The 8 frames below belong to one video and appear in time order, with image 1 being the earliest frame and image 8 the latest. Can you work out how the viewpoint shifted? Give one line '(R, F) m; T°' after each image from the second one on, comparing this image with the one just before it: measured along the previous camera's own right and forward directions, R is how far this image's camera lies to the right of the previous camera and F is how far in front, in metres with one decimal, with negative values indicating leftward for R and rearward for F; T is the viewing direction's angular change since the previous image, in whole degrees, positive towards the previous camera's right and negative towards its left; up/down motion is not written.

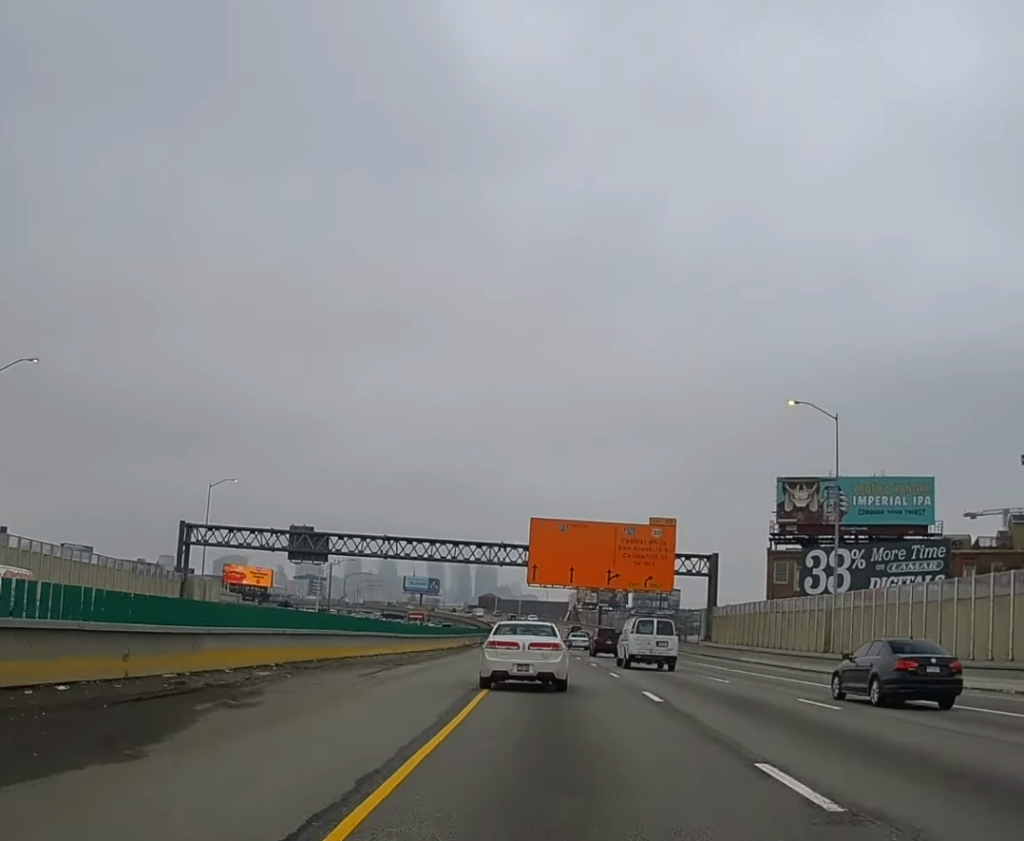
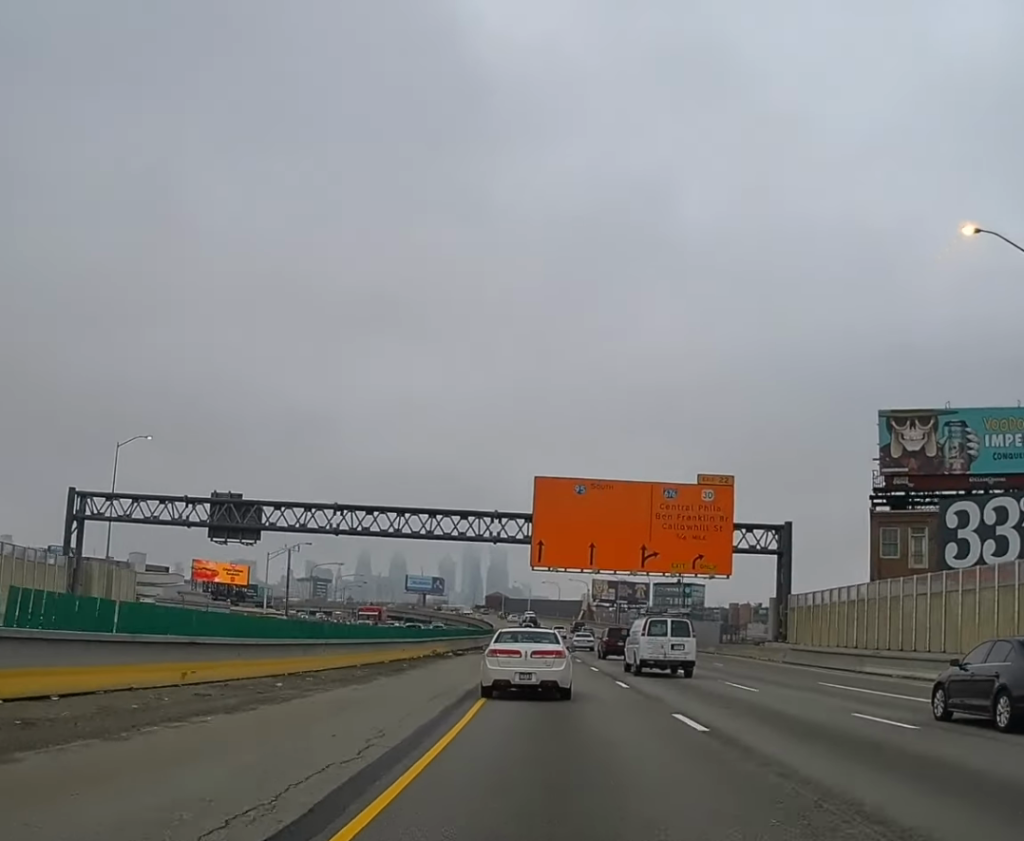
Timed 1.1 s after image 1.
(-0.1, +28.1) m; -1°
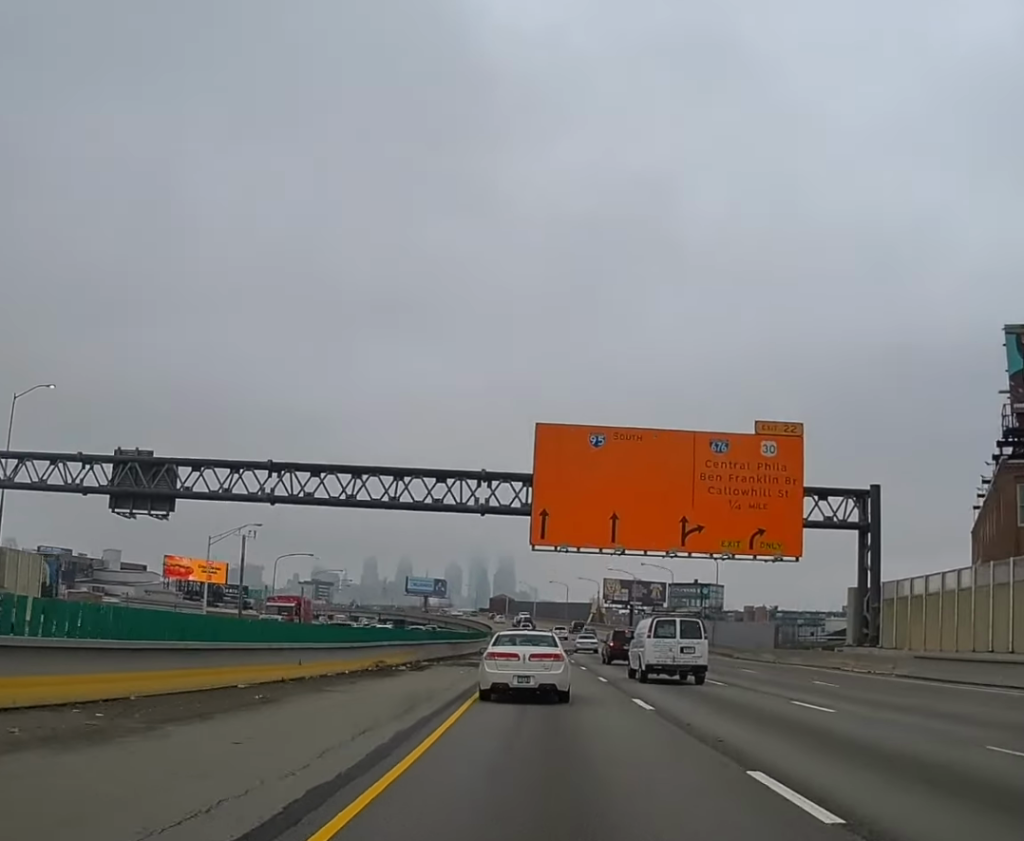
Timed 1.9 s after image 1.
(-0.2, +19.9) m; 0°
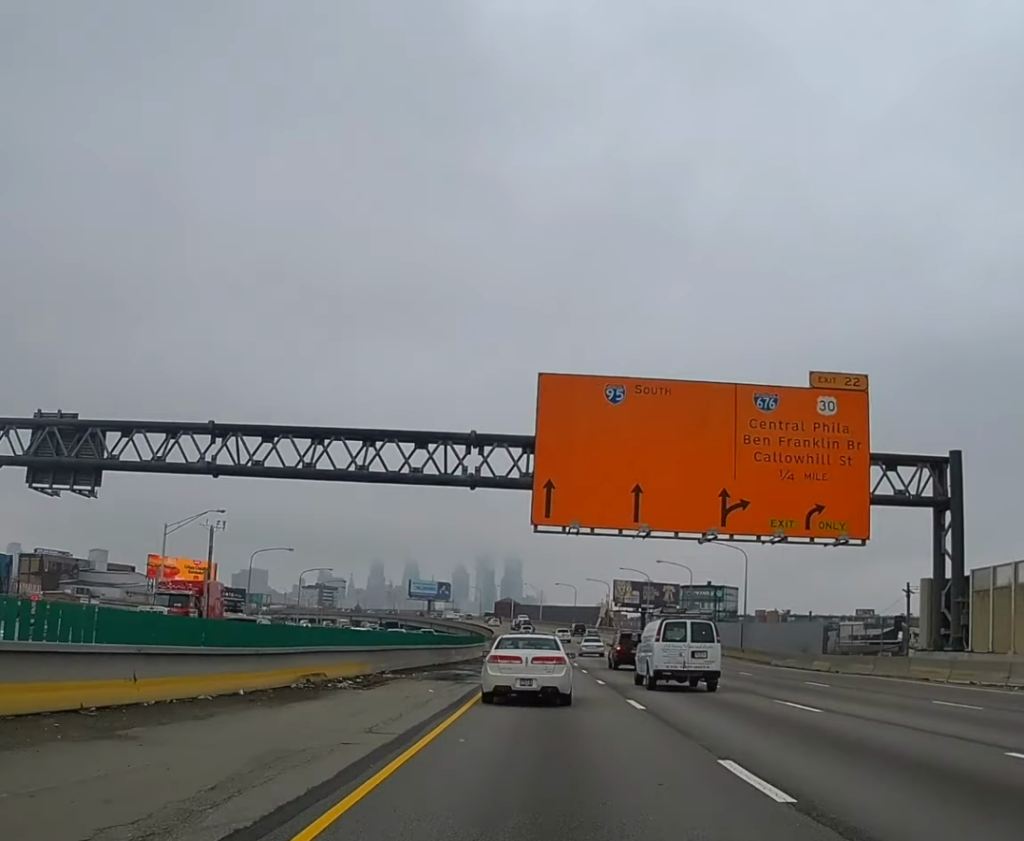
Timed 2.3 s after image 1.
(0.0, +11.3) m; 0°
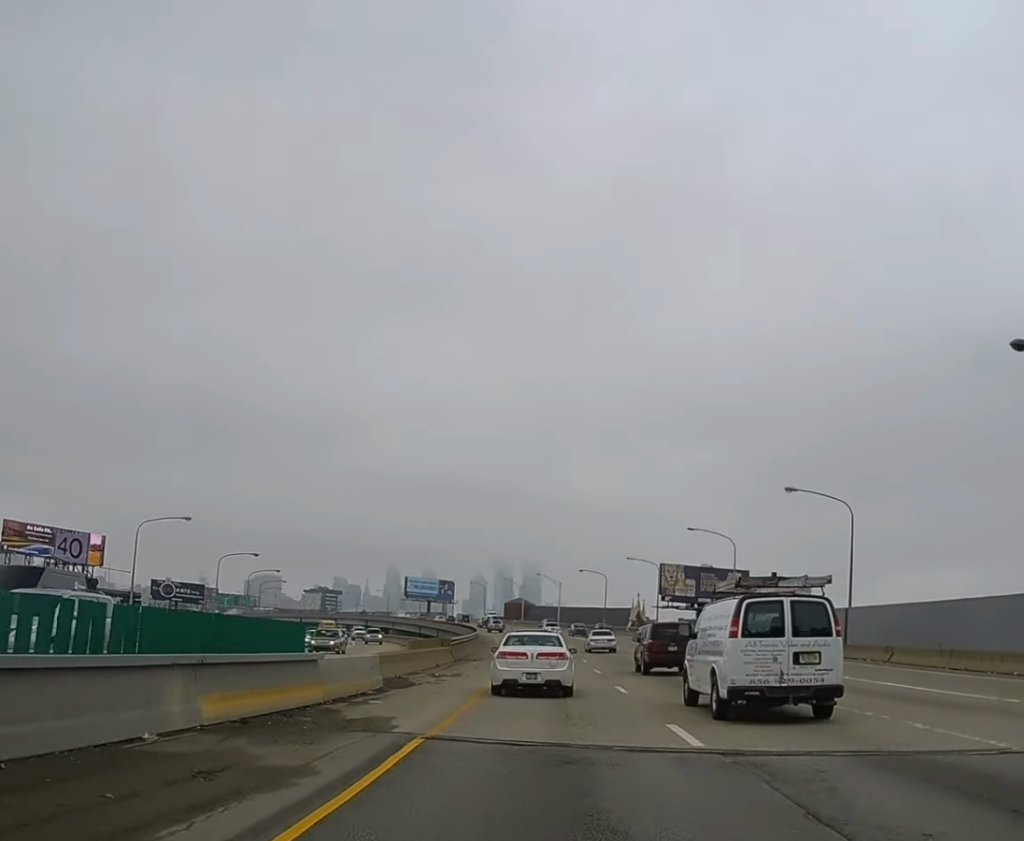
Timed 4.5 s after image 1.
(-0.7, +56.6) m; -2°
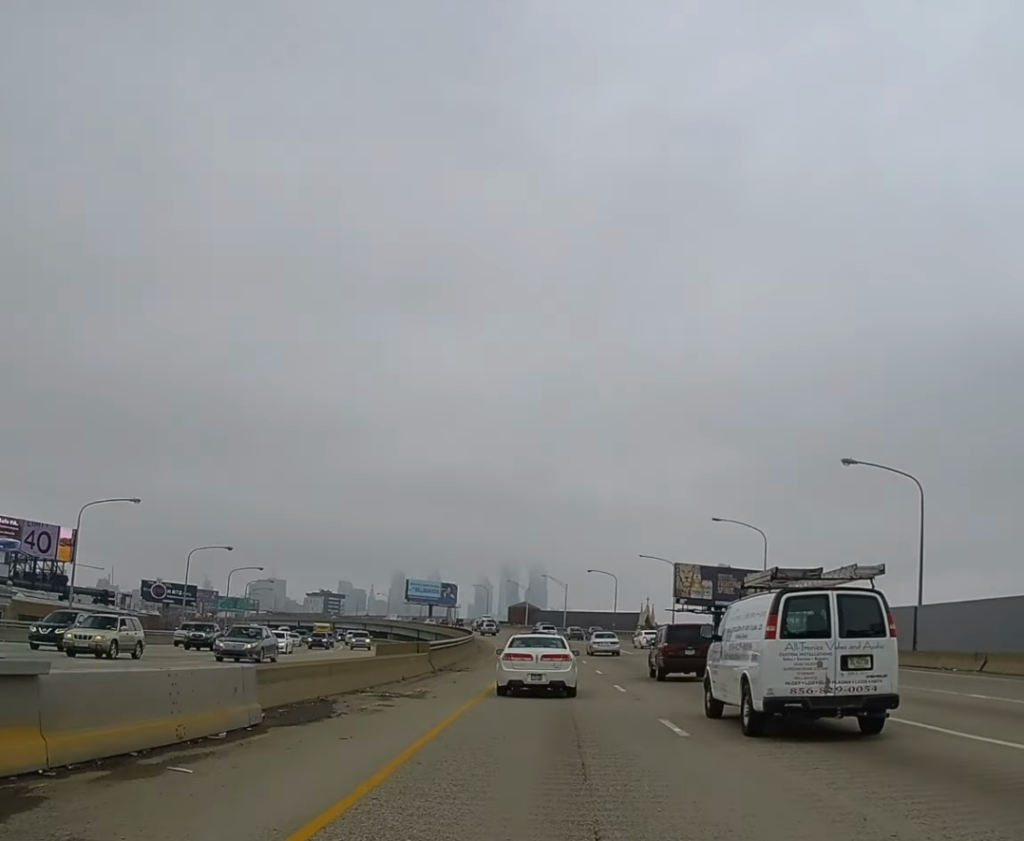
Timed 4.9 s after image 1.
(-0.1, +10.4) m; 0°
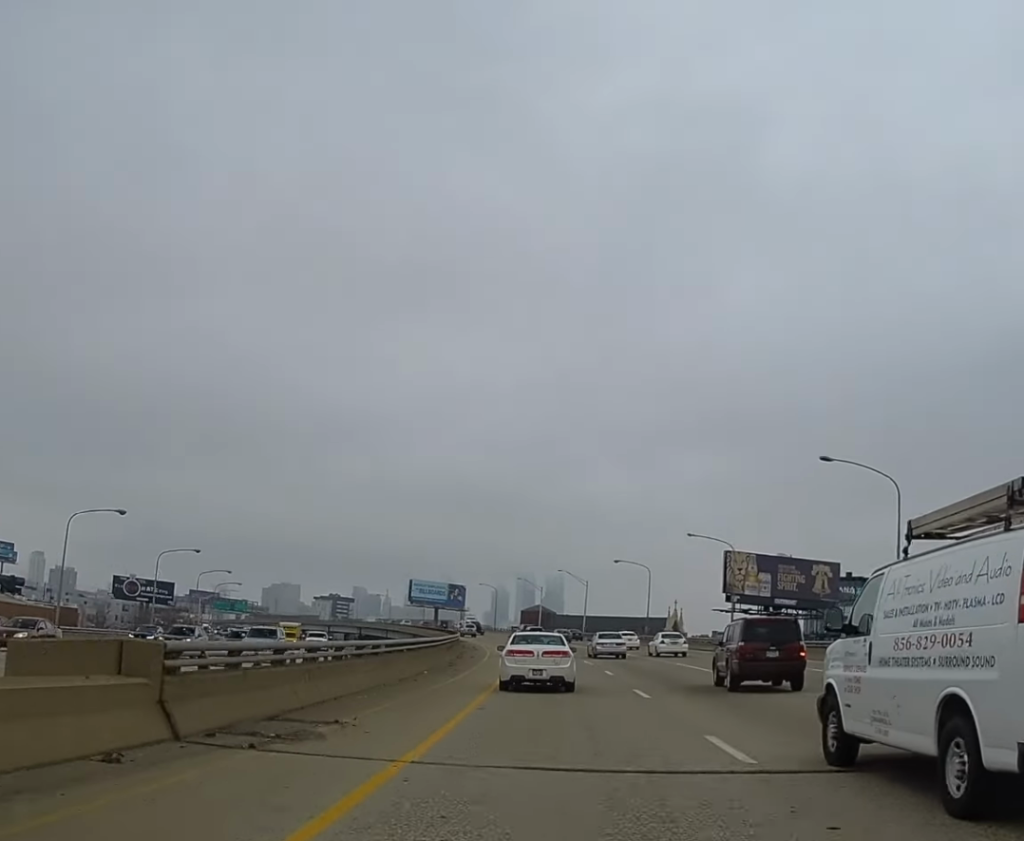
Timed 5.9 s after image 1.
(0.0, +27.4) m; -1°
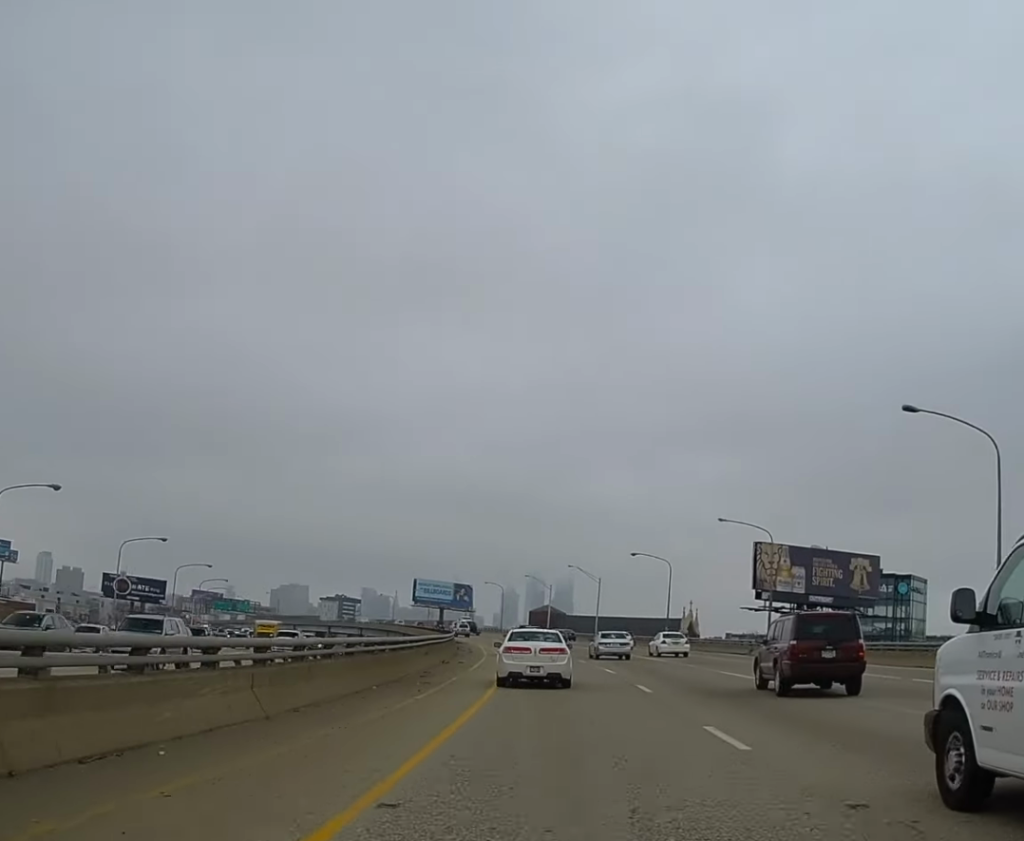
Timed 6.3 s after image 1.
(-0.1, +11.0) m; 0°
